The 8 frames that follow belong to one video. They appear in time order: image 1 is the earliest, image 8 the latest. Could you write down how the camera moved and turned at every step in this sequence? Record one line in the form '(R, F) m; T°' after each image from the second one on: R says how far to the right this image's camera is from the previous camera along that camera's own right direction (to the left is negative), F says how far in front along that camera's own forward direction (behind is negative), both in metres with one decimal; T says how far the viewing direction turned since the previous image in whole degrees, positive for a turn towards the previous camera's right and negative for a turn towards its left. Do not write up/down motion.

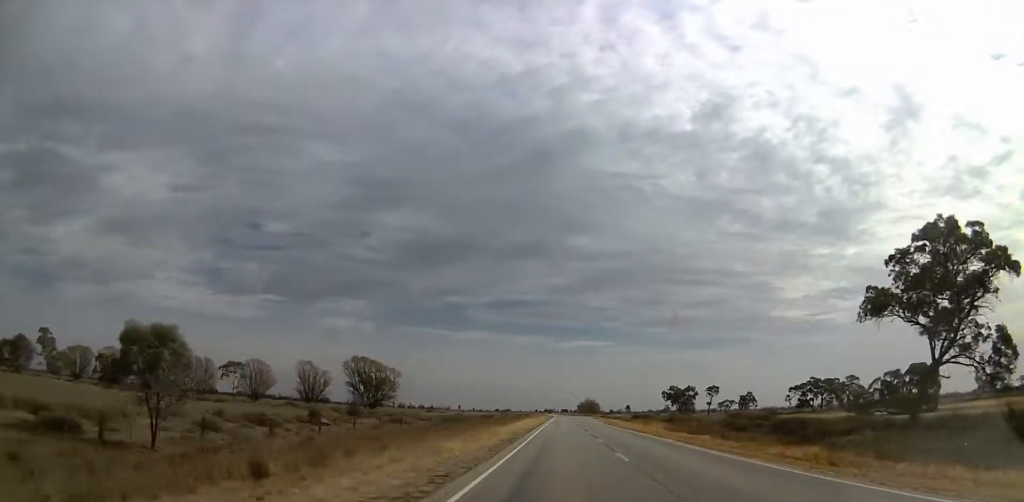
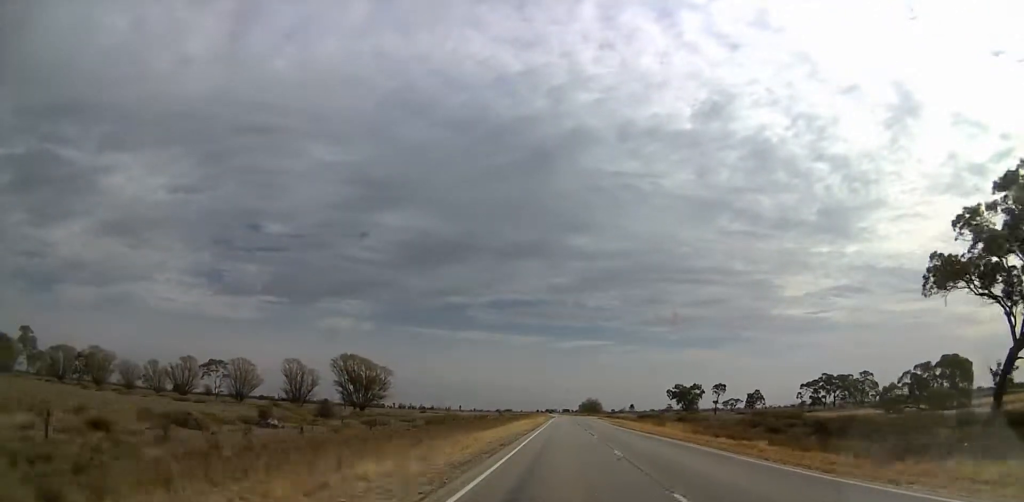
(0.0, +10.8) m; 0°
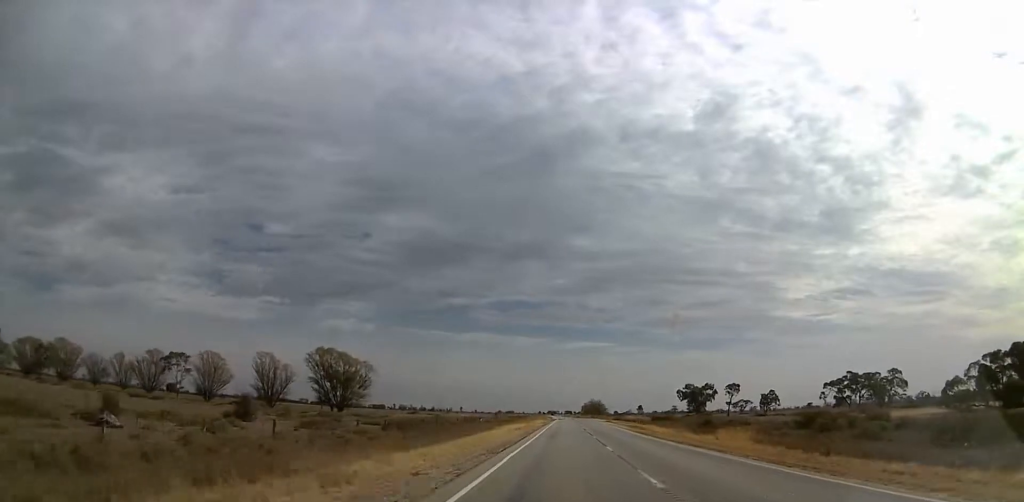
(0.0, +19.8) m; 0°
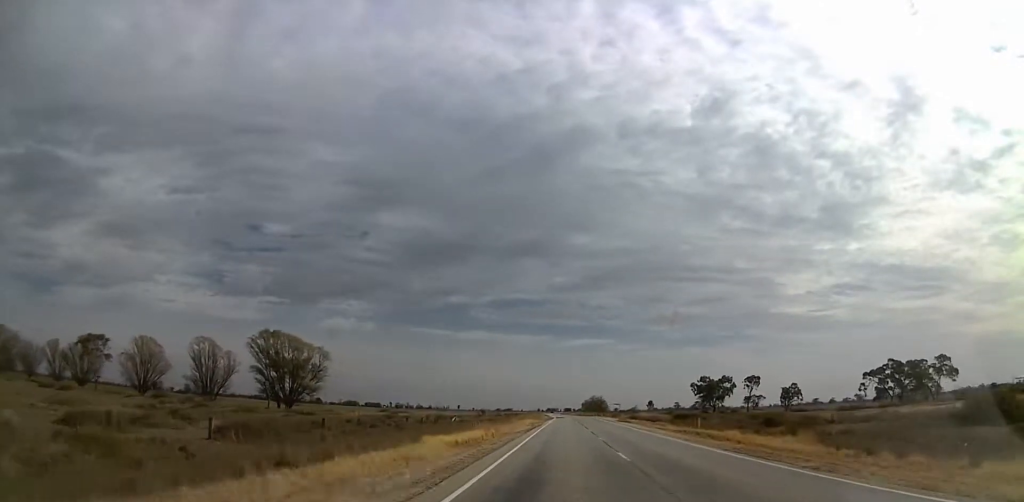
(0.0, +30.5) m; 0°
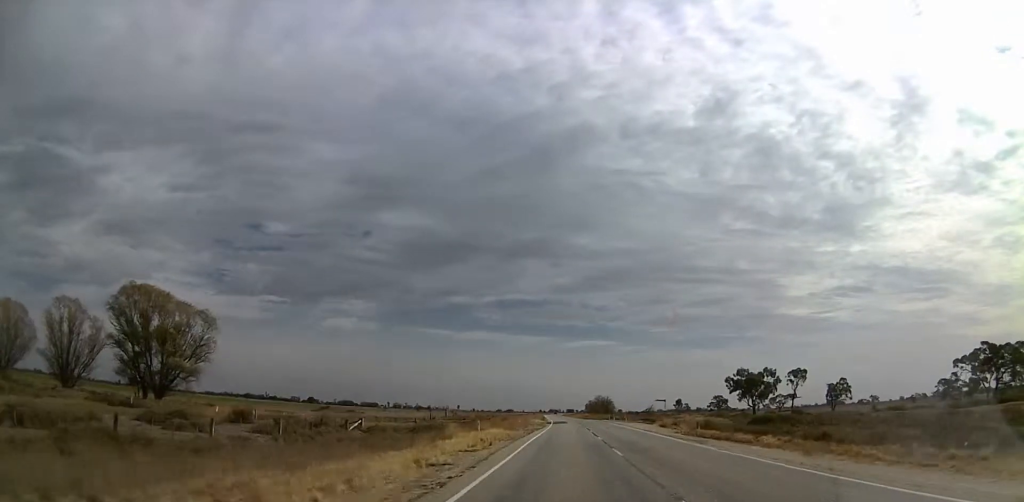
(0.0, +46.5) m; 0°
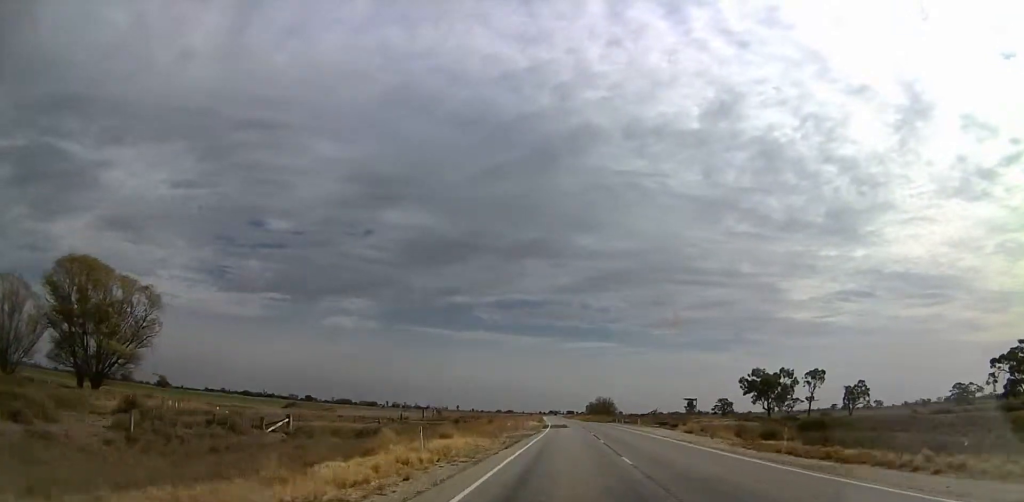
(0.0, +14.3) m; 0°
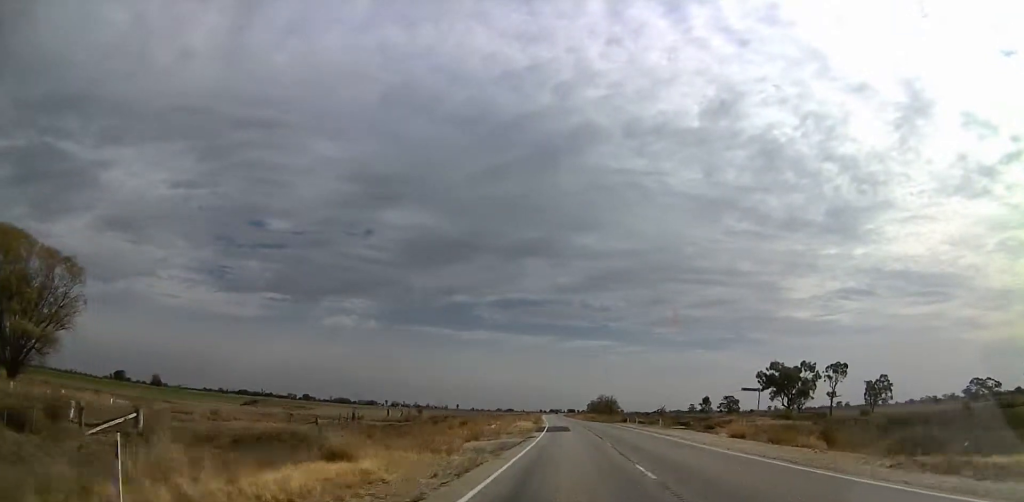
(0.0, +15.2) m; 0°
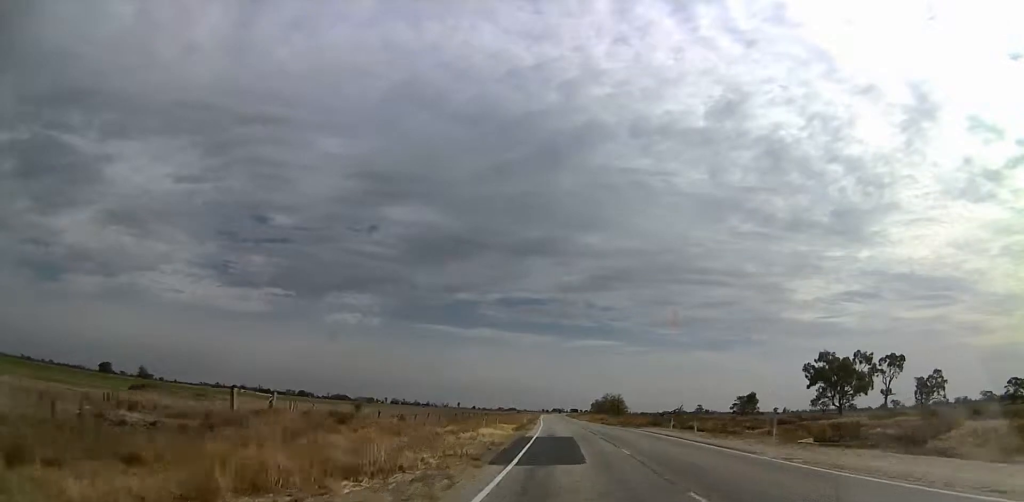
(0.0, +29.4) m; 0°
